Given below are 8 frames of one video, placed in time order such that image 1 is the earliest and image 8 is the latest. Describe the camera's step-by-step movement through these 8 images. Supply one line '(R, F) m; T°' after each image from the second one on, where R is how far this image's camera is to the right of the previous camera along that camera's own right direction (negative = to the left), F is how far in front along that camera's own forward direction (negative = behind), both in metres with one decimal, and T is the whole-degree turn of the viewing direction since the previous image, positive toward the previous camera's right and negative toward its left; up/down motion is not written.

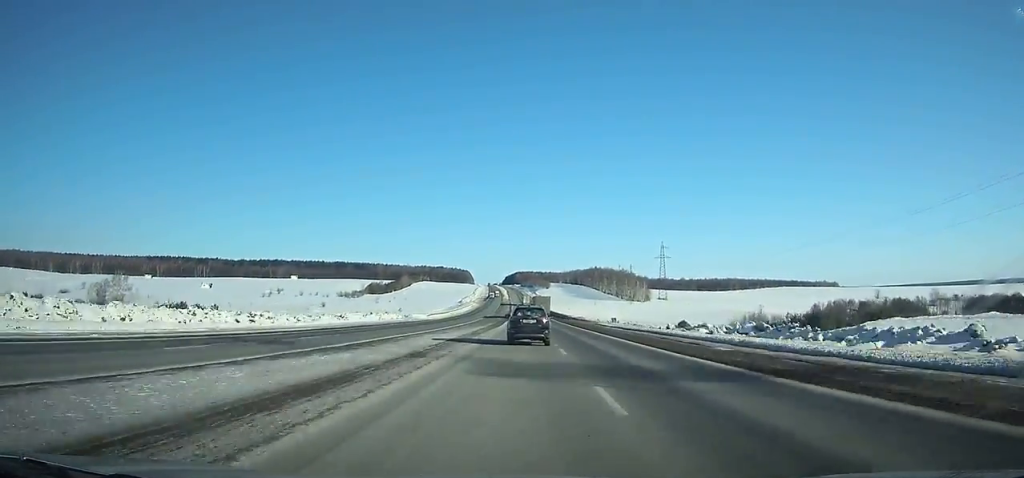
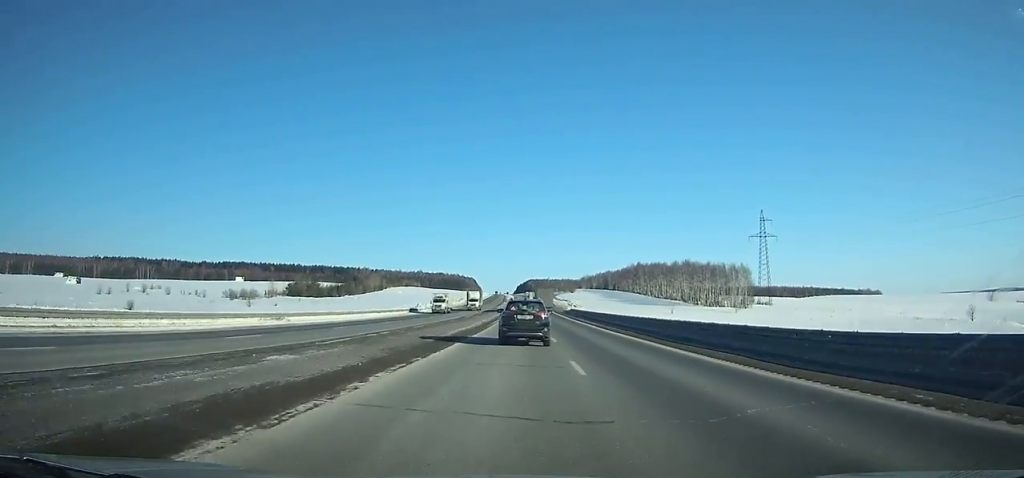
(-1.3, +131.0) m; -1°
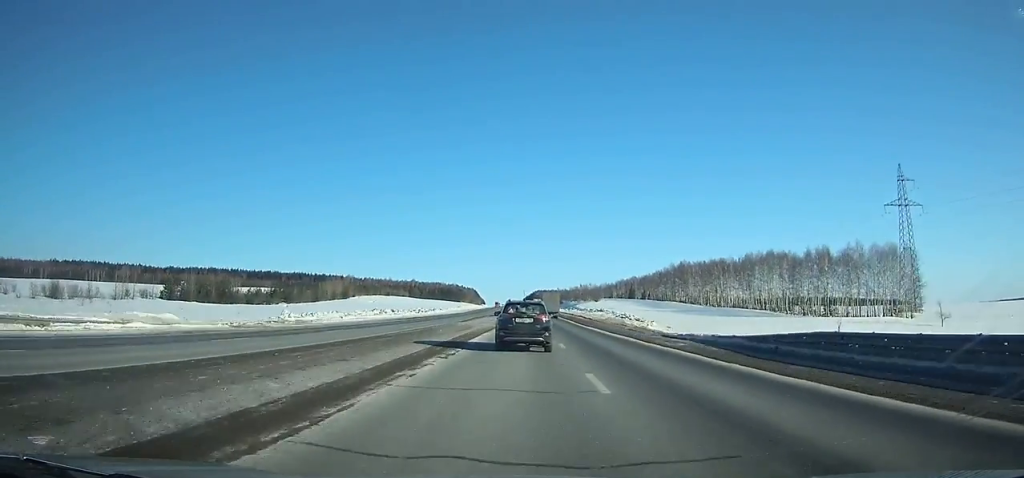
(-0.7, +88.5) m; -1°
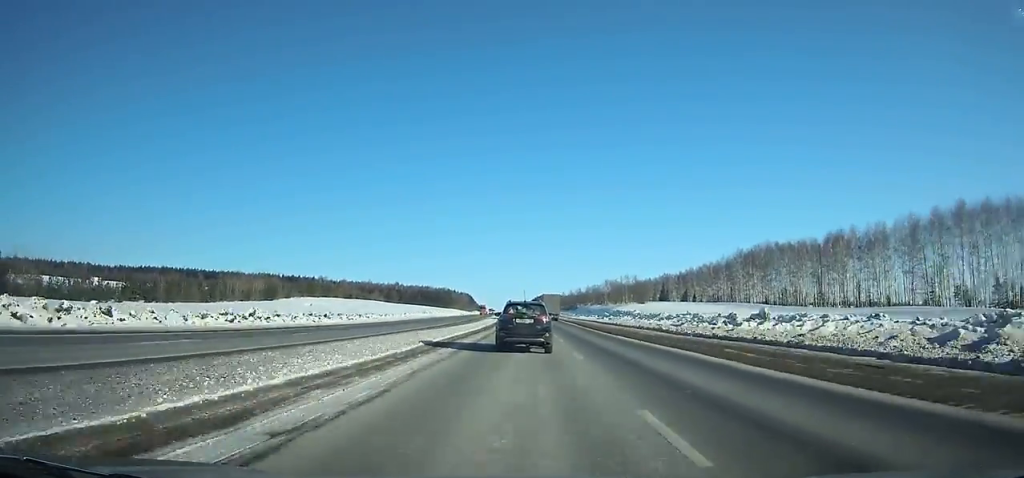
(-0.2, +94.8) m; 0°
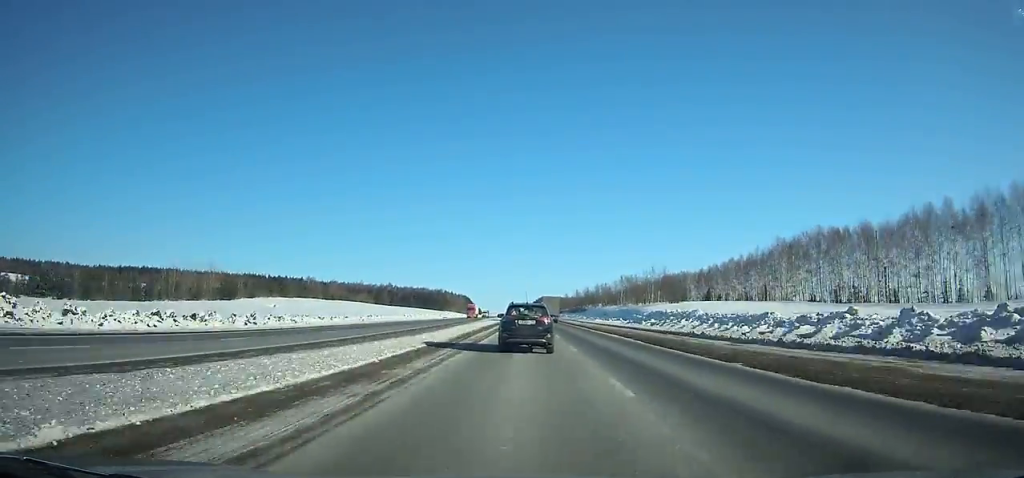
(+0.1, +33.6) m; 0°
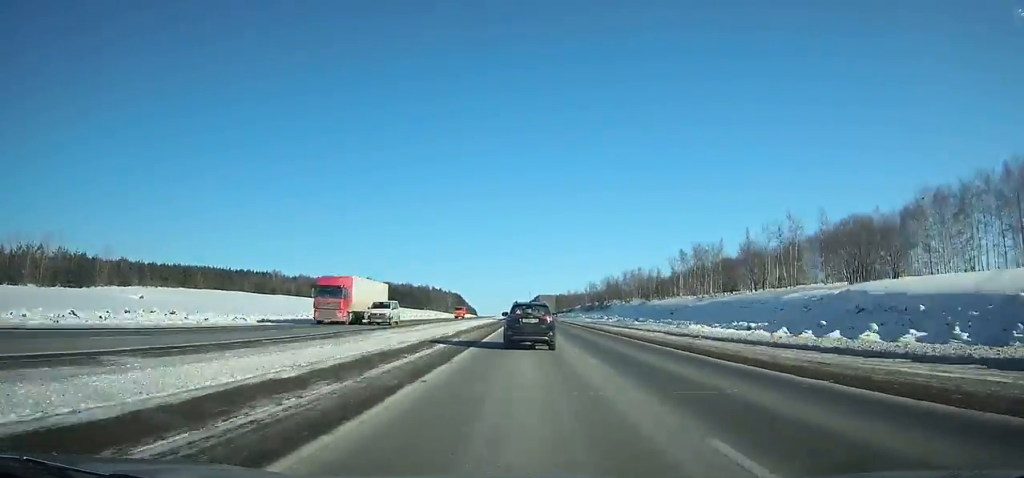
(-0.1, +70.5) m; 0°
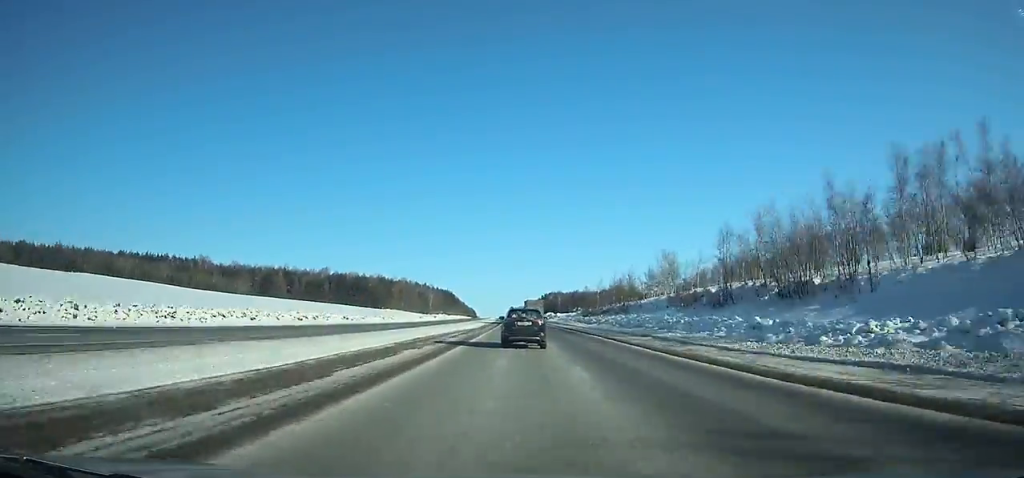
(-0.7, +108.3) m; -1°
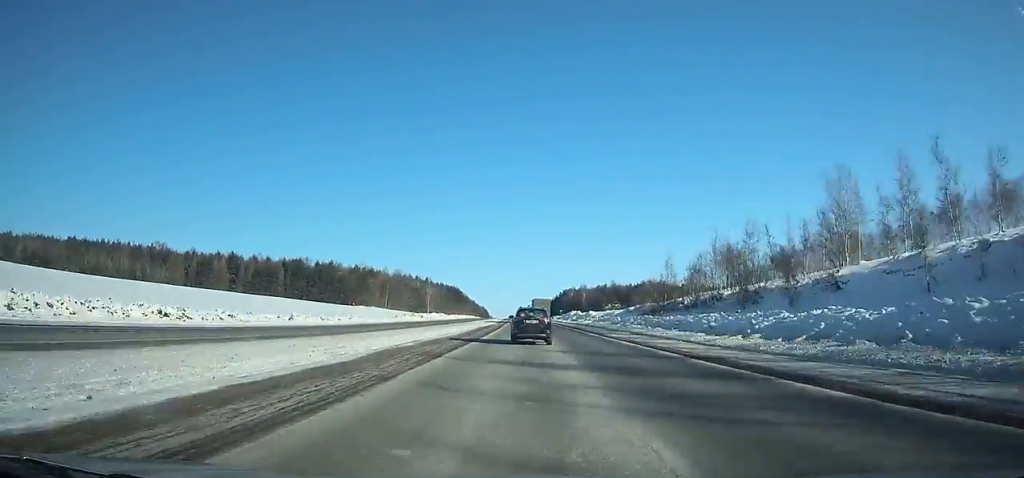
(-0.5, +55.6) m; -1°
